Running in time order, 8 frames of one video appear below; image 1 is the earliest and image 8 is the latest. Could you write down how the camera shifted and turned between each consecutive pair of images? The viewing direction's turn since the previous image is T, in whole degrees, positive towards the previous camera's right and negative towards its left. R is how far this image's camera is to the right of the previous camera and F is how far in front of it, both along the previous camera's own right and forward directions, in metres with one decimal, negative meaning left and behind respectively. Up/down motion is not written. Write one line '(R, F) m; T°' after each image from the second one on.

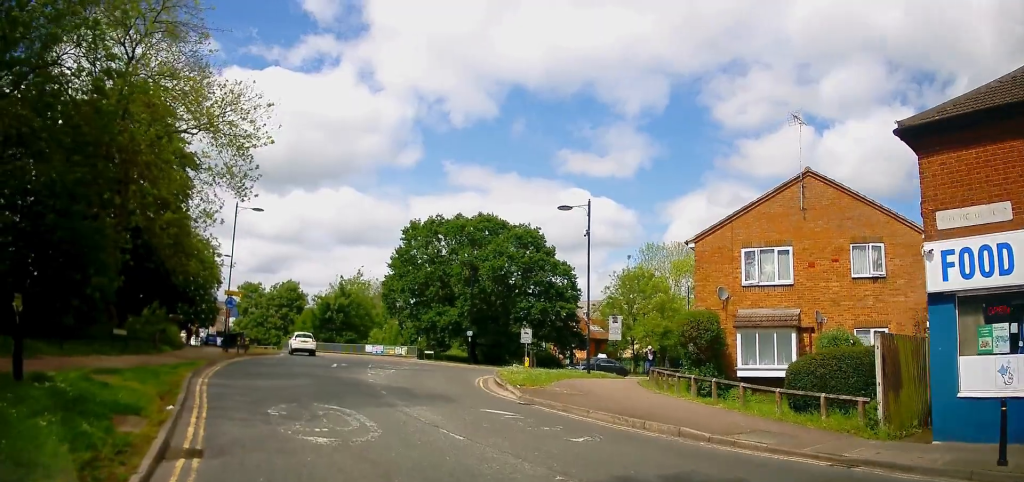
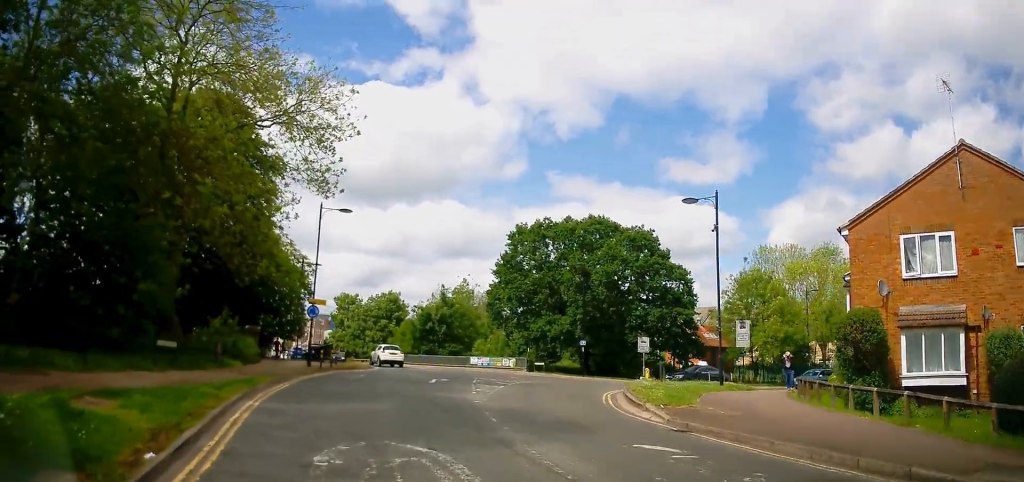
(-0.2, +3.4) m; -8°
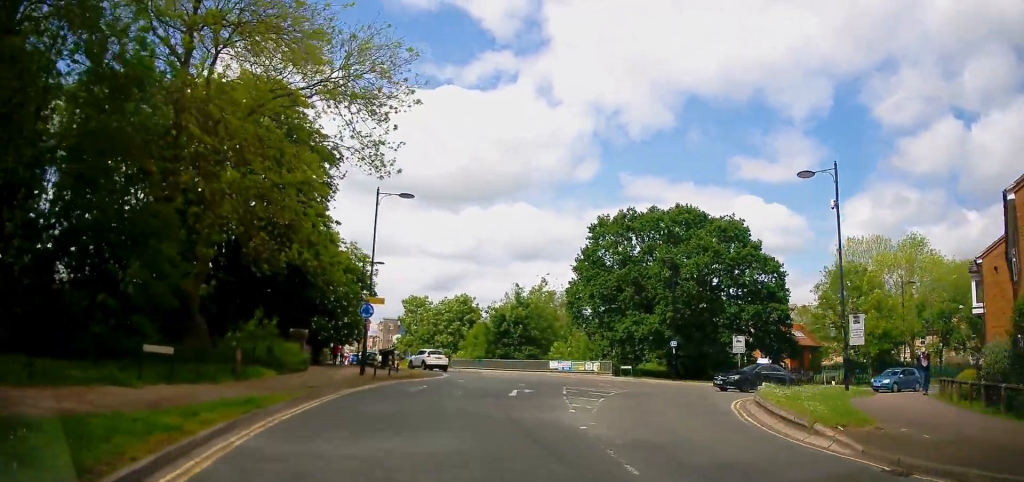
(-0.3, +4.2) m; -5°
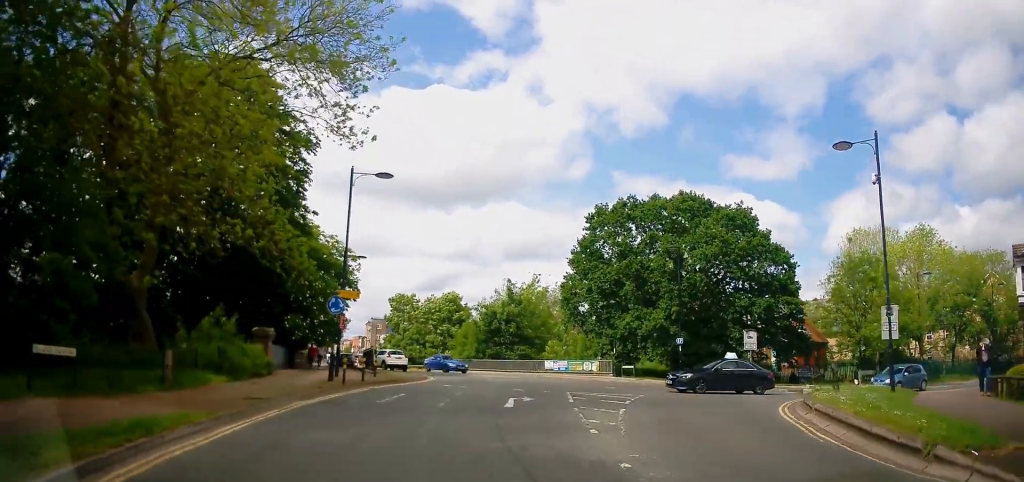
(0.0, +3.3) m; -2°
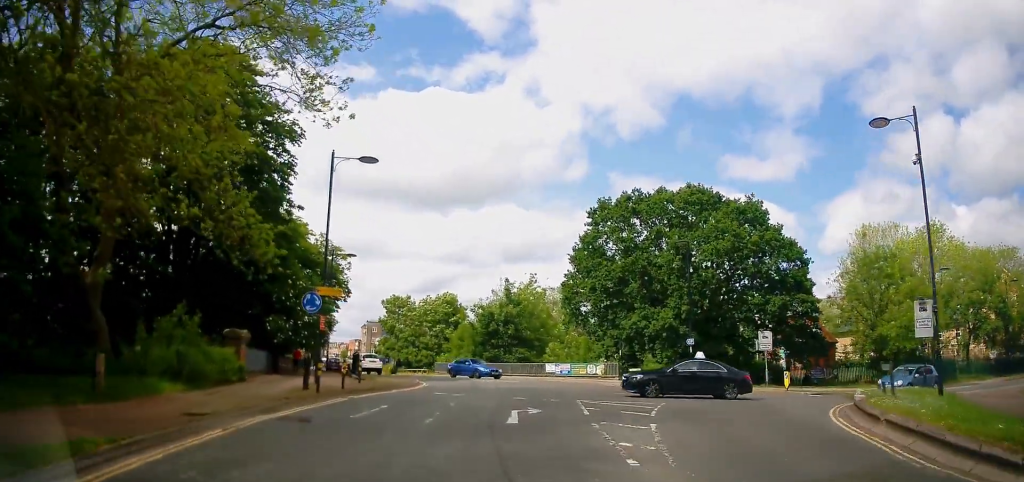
(0.0, +2.5) m; -1°
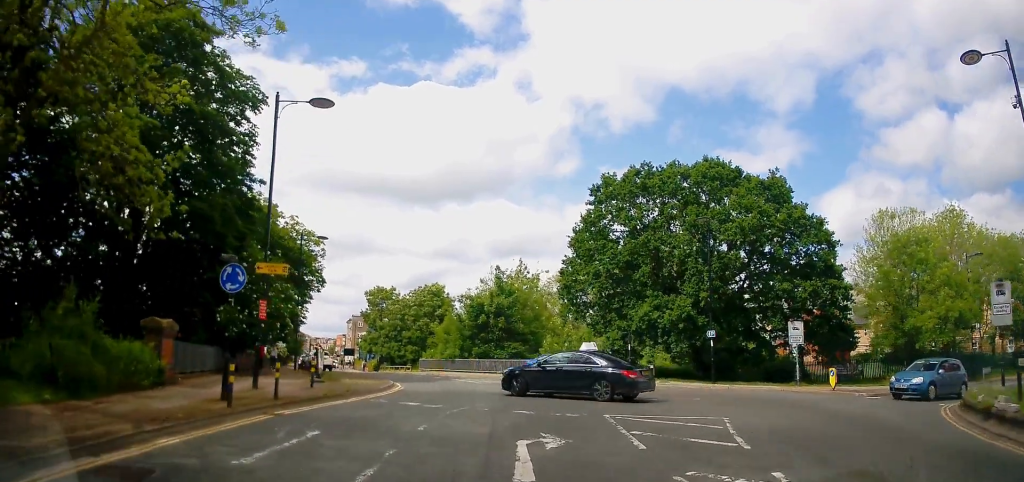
(0.0, +4.8) m; +2°
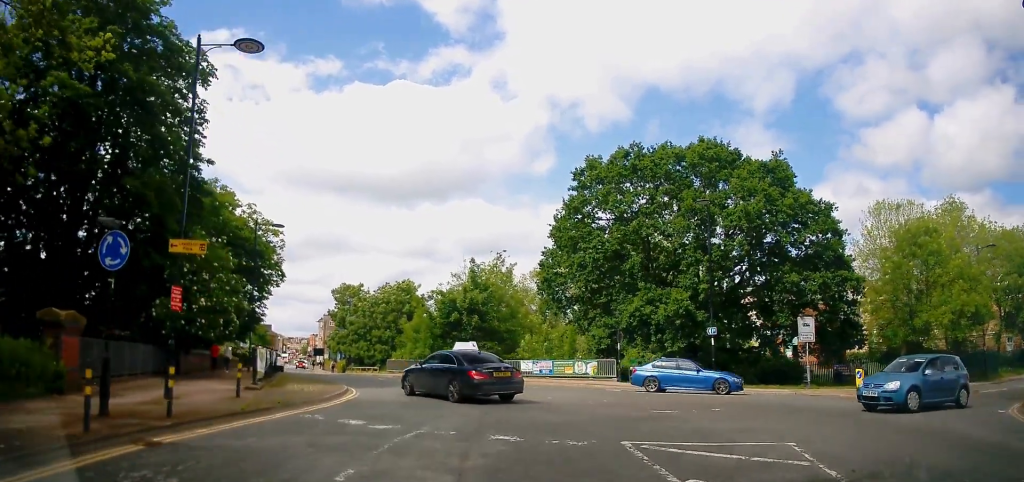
(+0.1, +3.6) m; +3°
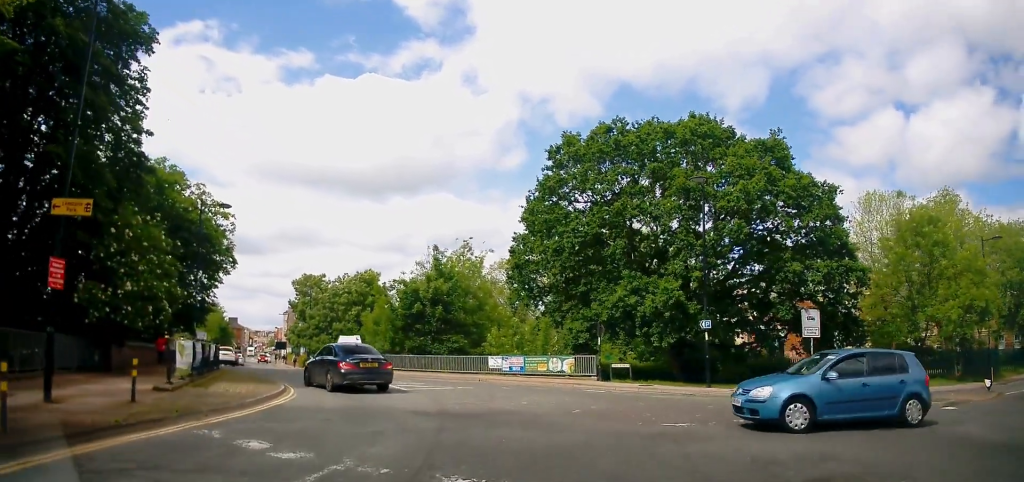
(+0.1, +3.1) m; +3°
